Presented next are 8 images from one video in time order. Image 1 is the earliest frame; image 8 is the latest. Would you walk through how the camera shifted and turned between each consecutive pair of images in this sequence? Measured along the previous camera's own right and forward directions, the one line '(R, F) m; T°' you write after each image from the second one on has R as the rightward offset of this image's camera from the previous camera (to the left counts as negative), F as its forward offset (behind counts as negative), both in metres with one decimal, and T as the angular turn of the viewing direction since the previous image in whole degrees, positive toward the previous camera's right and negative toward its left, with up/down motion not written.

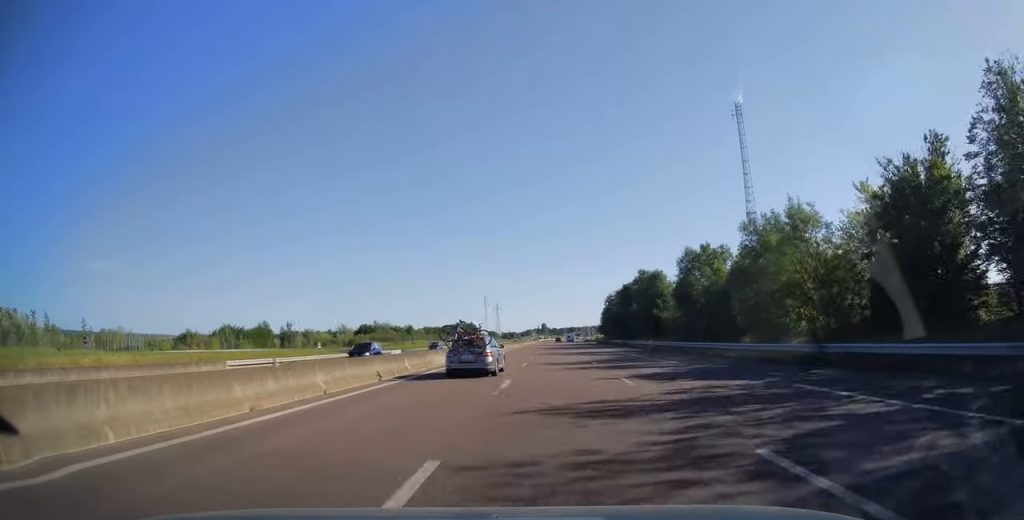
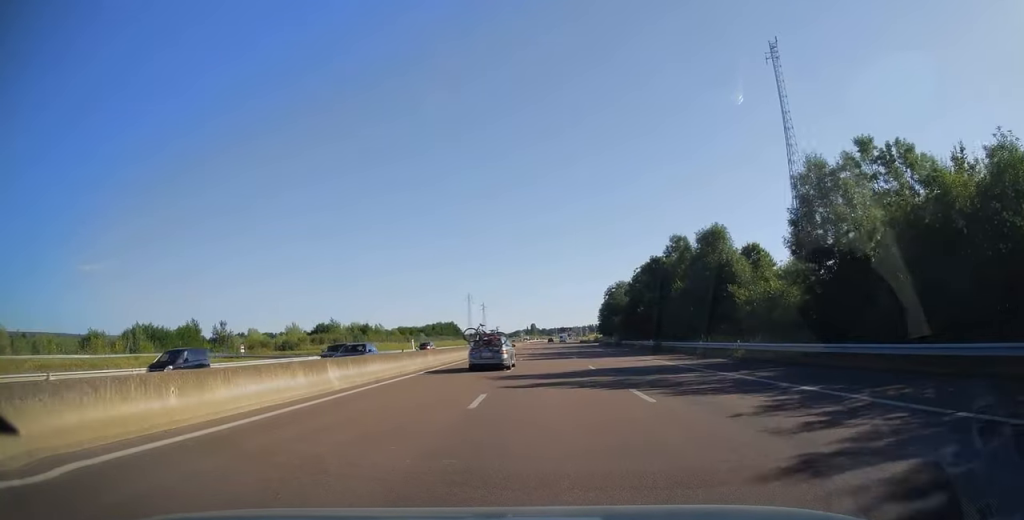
(+0.4, +30.7) m; +2°
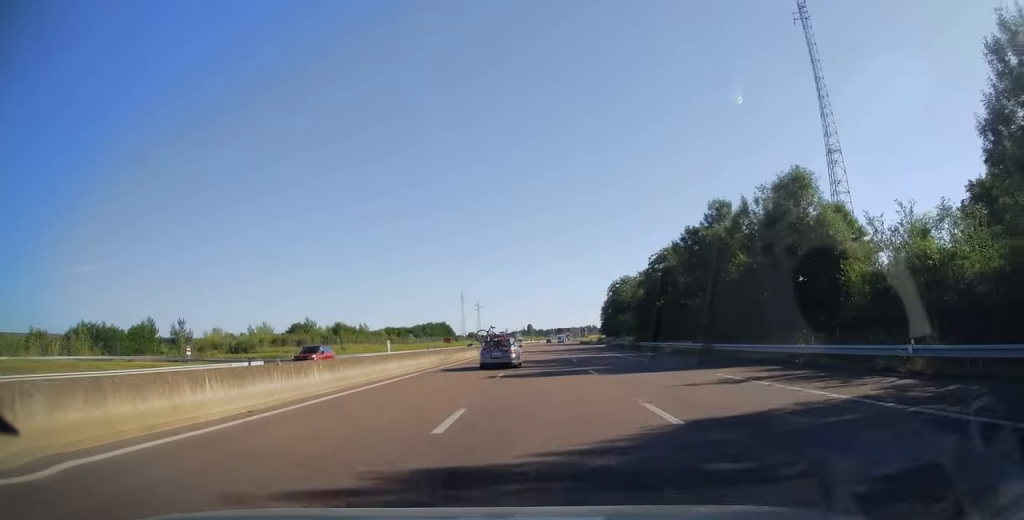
(+0.2, +15.8) m; 0°
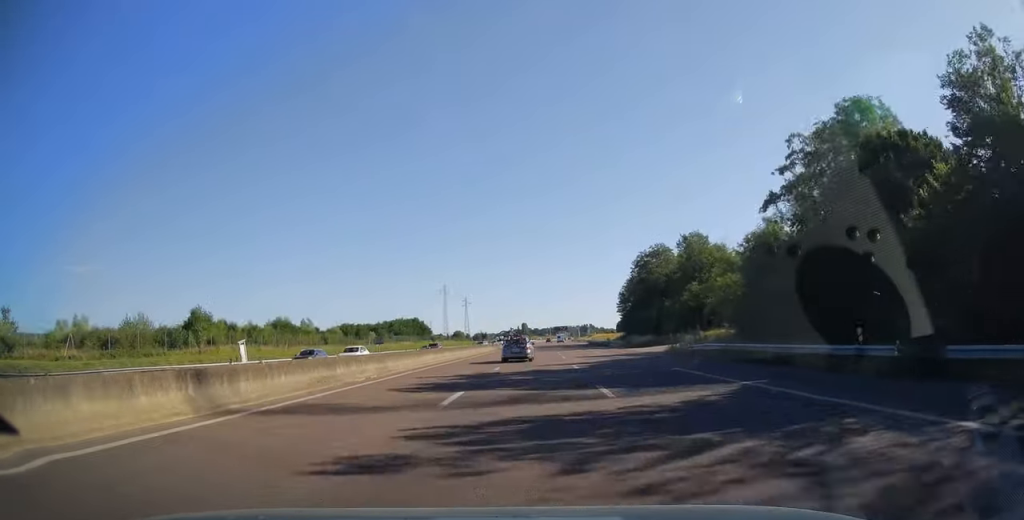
(+0.3, +47.6) m; 0°
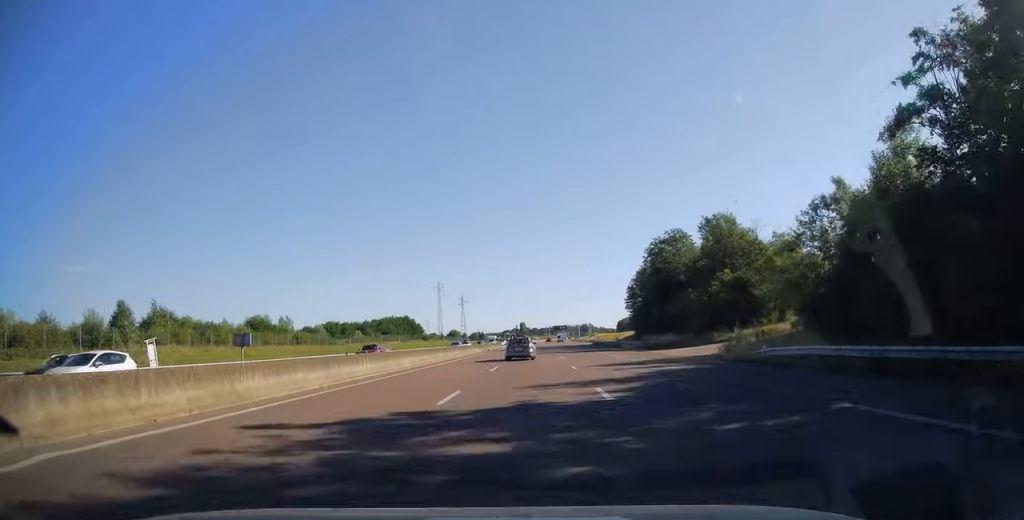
(+0.1, +13.4) m; 0°
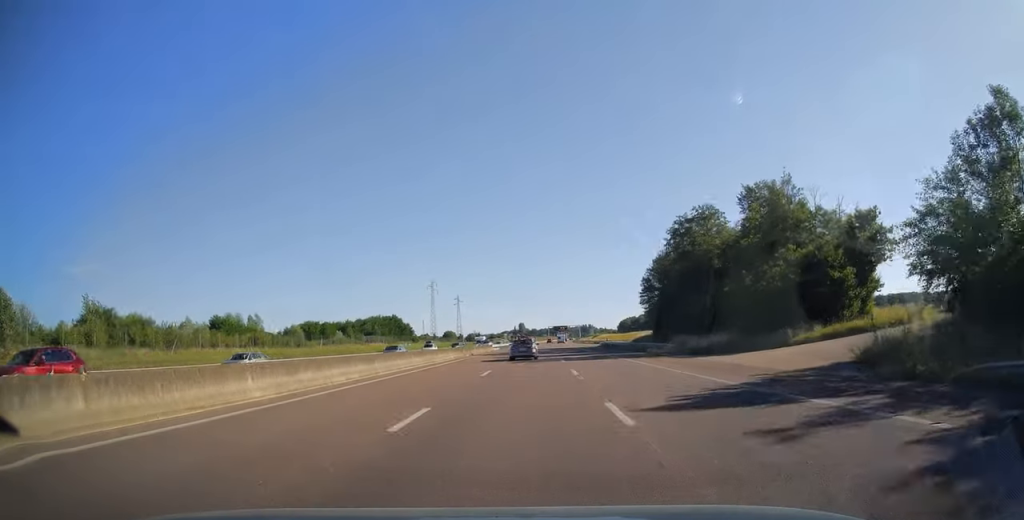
(0.0, +16.5) m; 0°
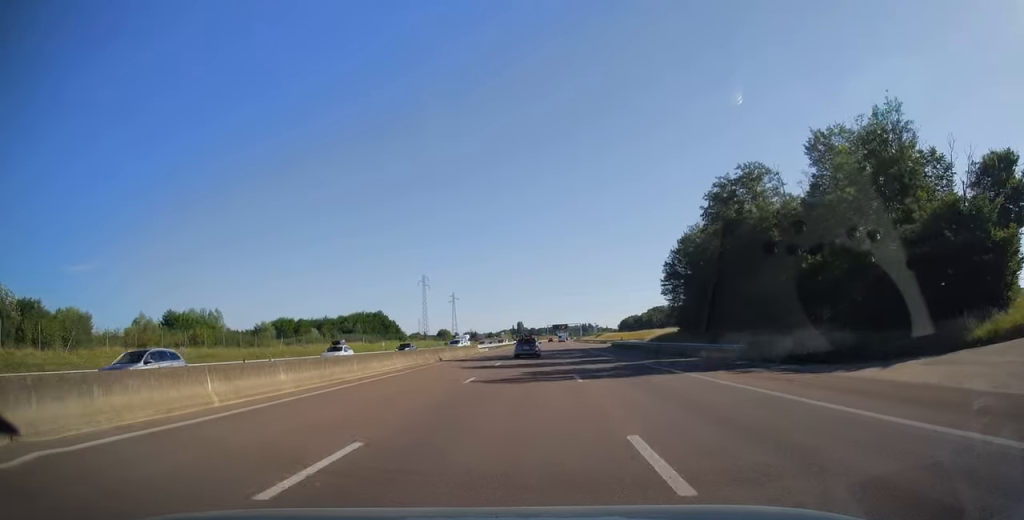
(0.0, +17.0) m; 0°
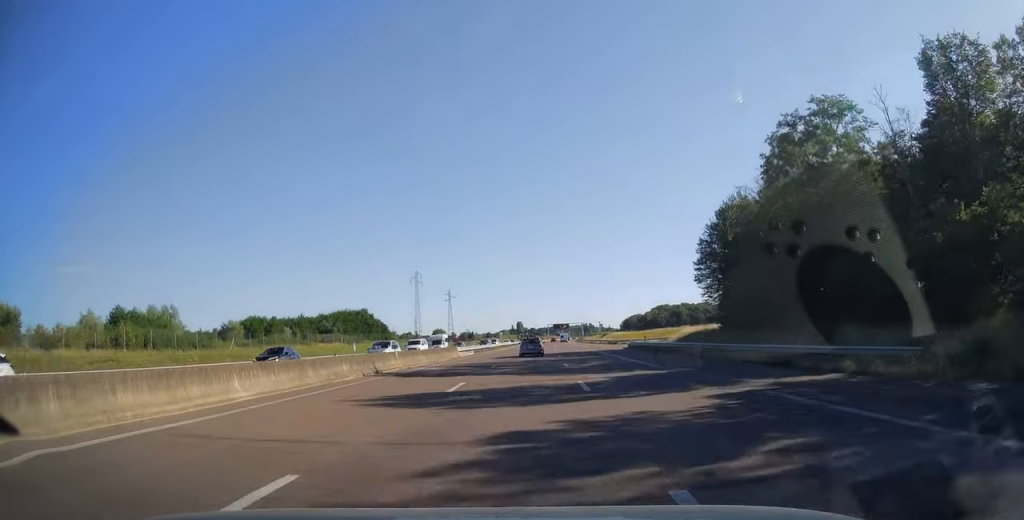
(0.0, +16.0) m; 0°
